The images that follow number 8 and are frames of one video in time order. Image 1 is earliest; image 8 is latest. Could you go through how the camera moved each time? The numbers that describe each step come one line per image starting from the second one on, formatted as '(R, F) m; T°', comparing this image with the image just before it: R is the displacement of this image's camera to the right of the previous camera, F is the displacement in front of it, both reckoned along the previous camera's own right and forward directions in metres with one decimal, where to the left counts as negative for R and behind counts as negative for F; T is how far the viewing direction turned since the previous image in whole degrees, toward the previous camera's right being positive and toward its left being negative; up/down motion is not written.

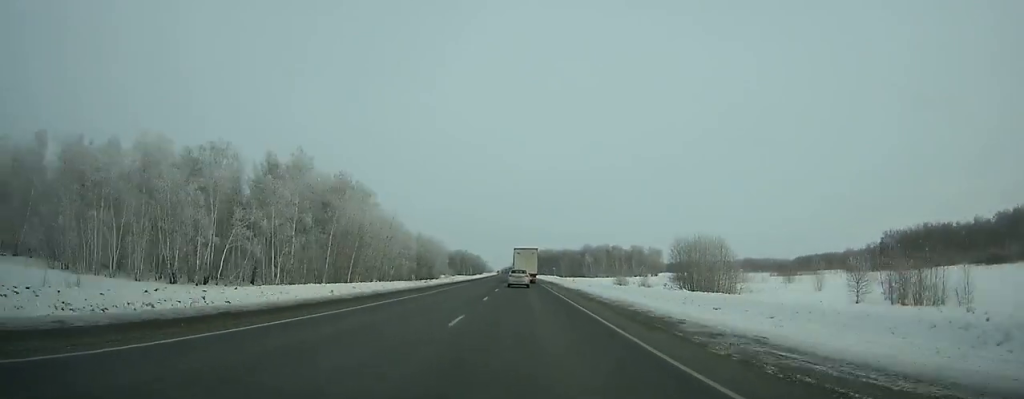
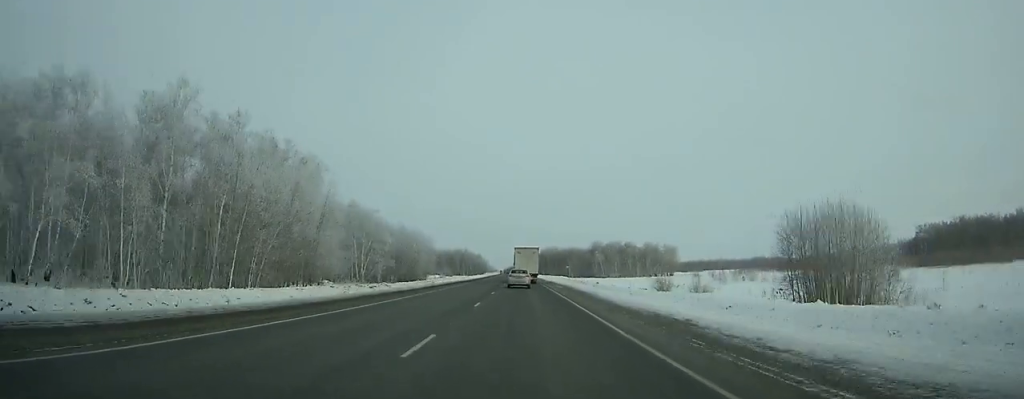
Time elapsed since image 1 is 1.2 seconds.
(-0.1, +29.1) m; 0°
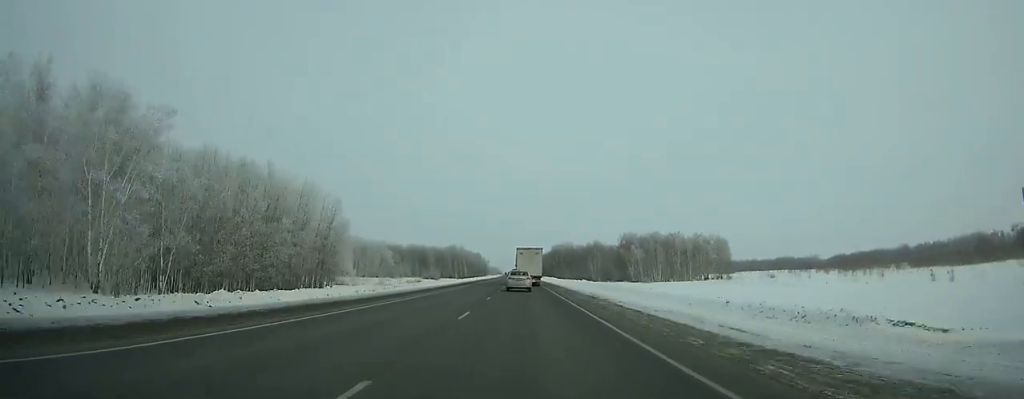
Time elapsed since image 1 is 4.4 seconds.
(-0.4, +76.4) m; -1°
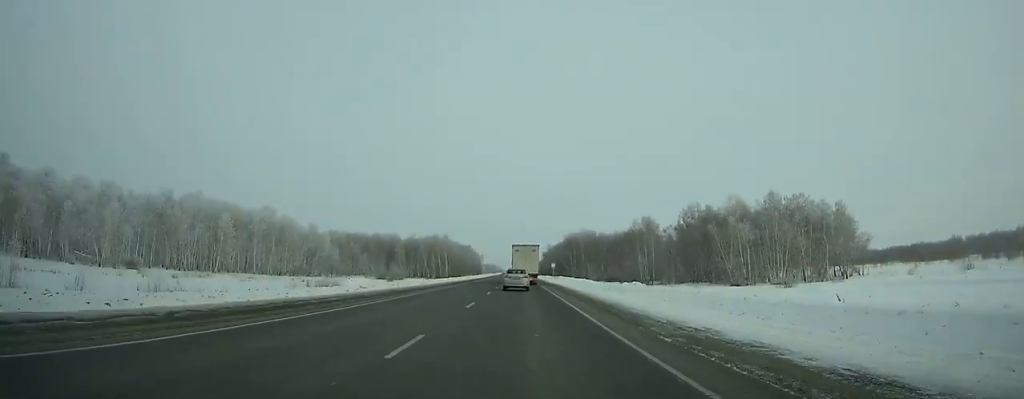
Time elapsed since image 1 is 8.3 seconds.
(-0.3, +90.8) m; -1°
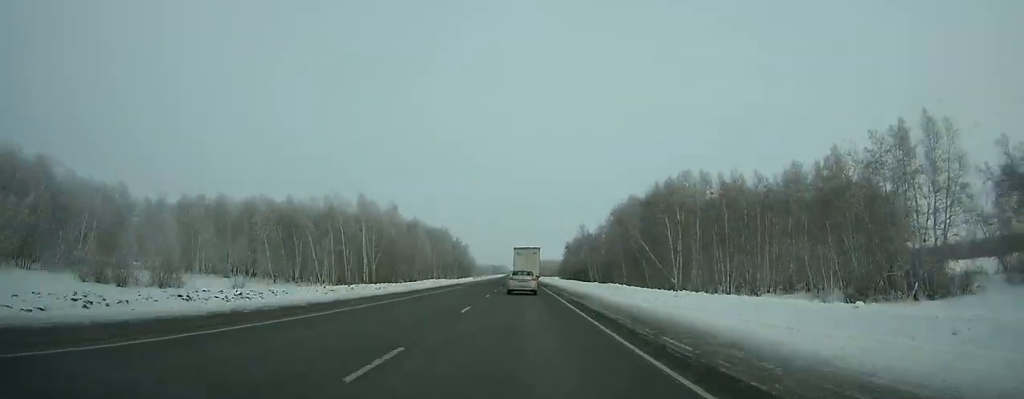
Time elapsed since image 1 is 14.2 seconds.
(-1.4, +134.2) m; -1°
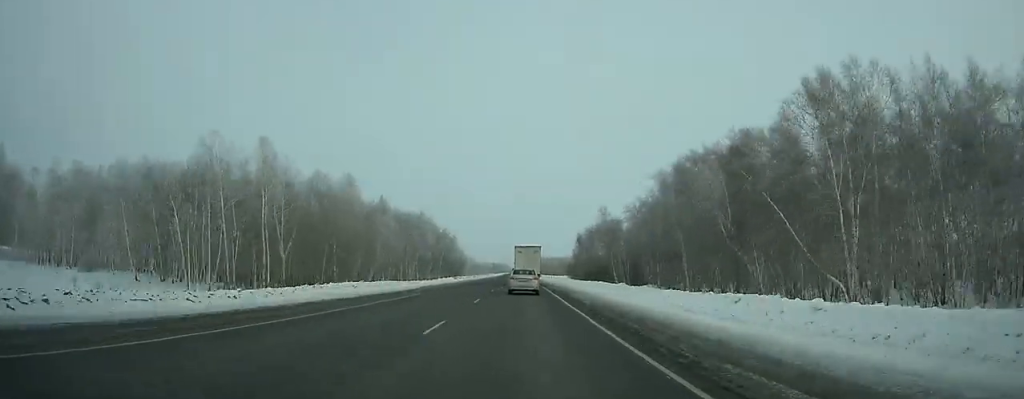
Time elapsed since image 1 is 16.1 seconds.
(-0.1, +42.6) m; 0°
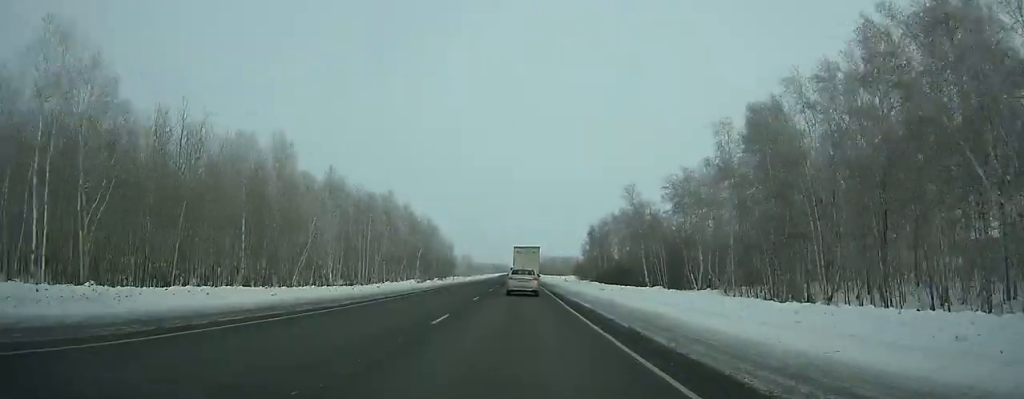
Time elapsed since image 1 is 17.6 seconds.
(-0.1, +33.4) m; 0°
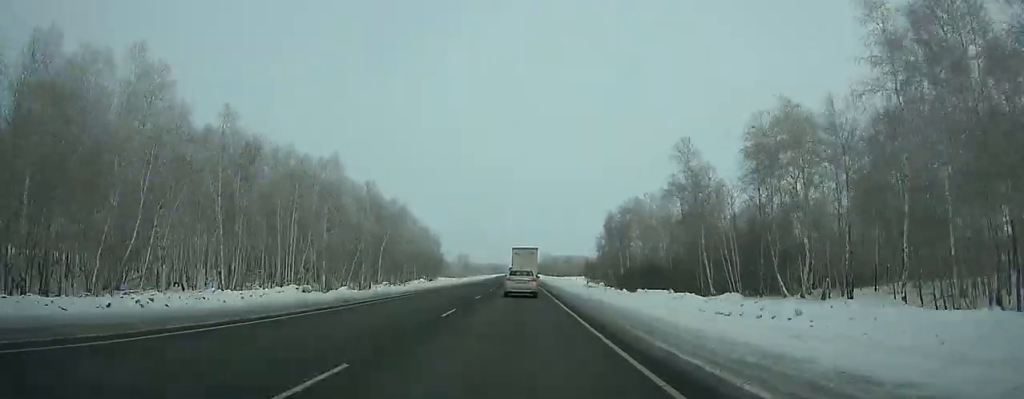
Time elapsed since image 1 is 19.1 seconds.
(0.0, +33.5) m; 0°
